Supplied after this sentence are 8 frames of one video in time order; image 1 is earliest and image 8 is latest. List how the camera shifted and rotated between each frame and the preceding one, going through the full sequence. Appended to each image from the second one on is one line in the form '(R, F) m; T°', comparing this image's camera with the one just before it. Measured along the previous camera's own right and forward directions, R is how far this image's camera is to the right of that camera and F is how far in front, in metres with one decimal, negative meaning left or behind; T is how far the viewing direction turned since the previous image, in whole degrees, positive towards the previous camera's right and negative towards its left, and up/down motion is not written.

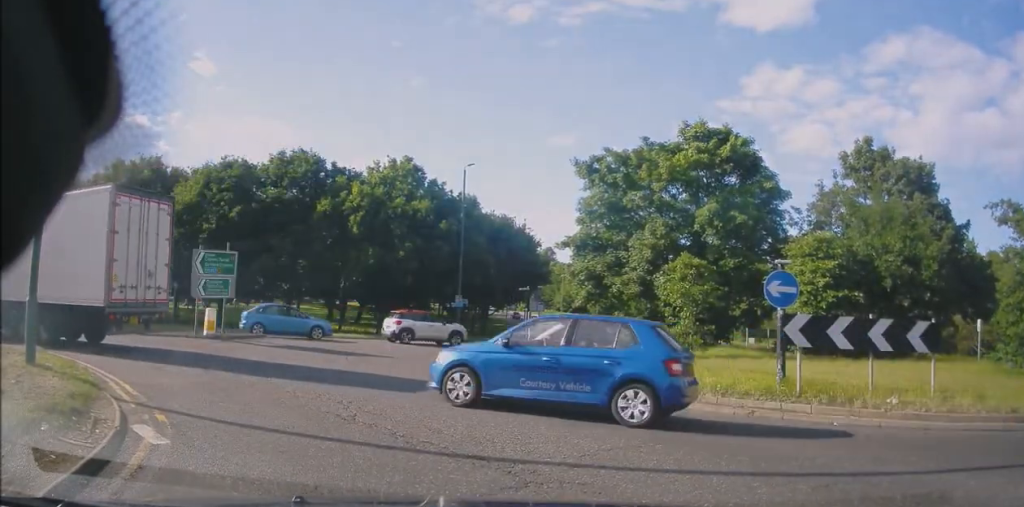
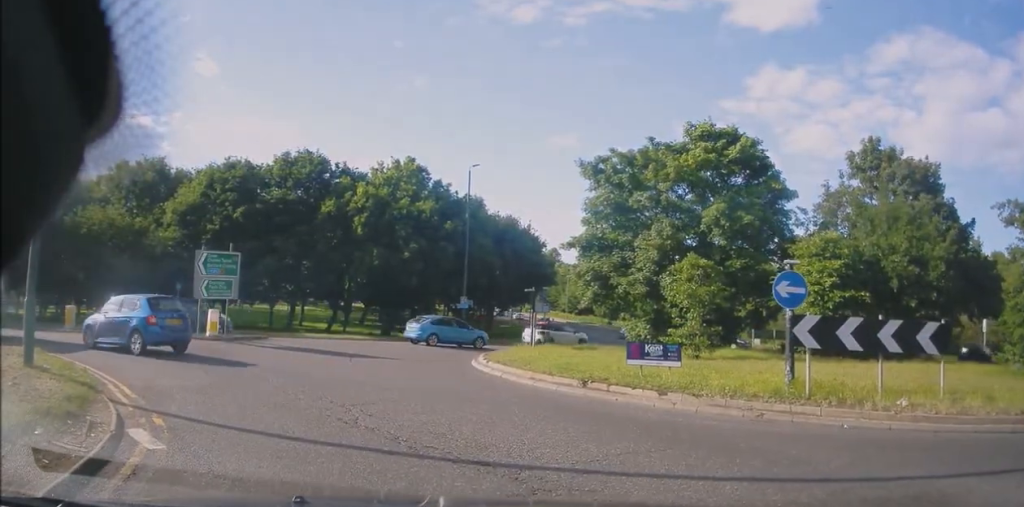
(0.0, 0.0) m; 0°
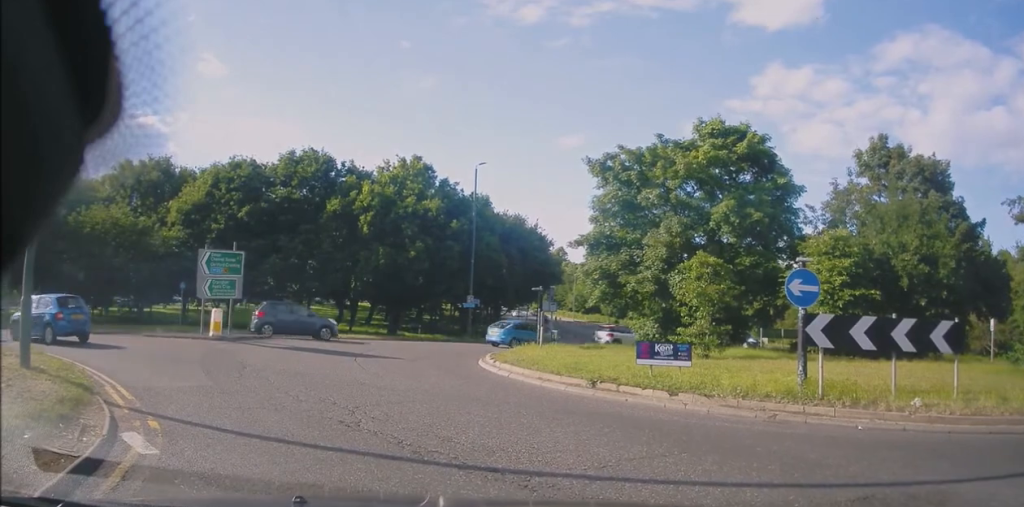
(0.0, 0.0) m; 0°
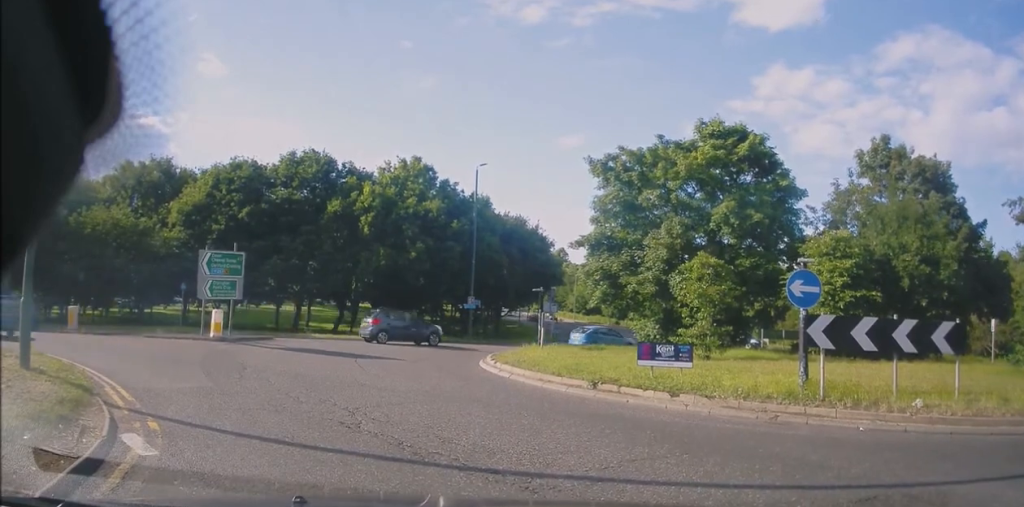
(0.0, 0.0) m; 0°
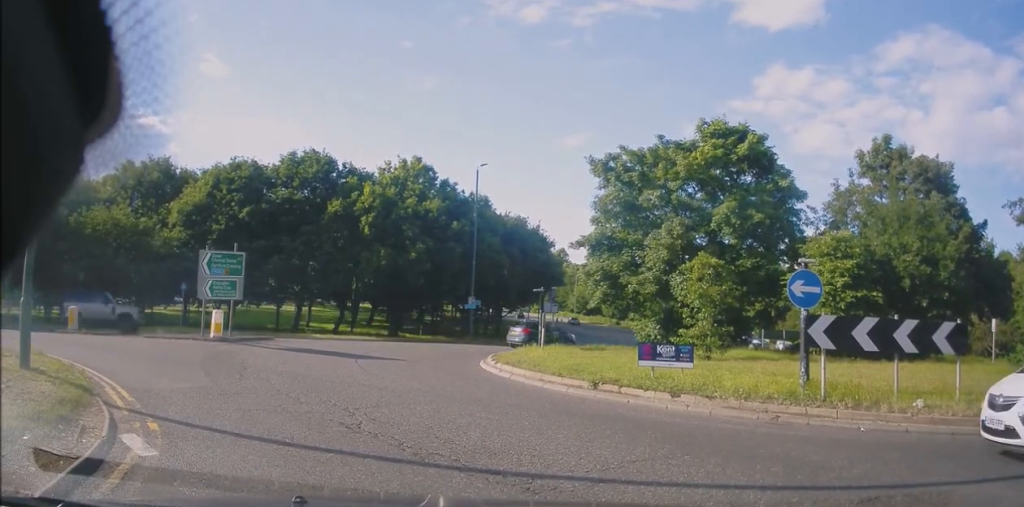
(0.0, 0.0) m; 0°
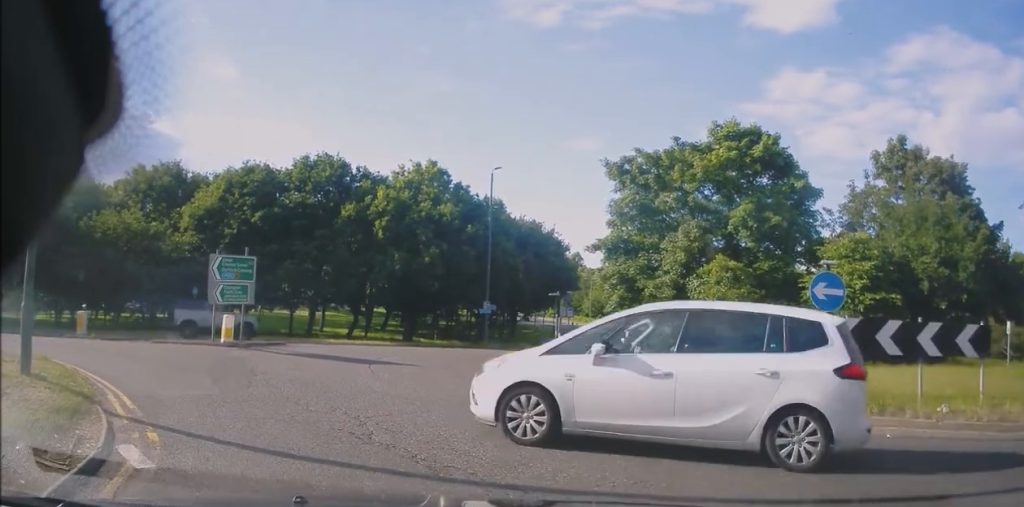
(+0.1, +0.5) m; 0°
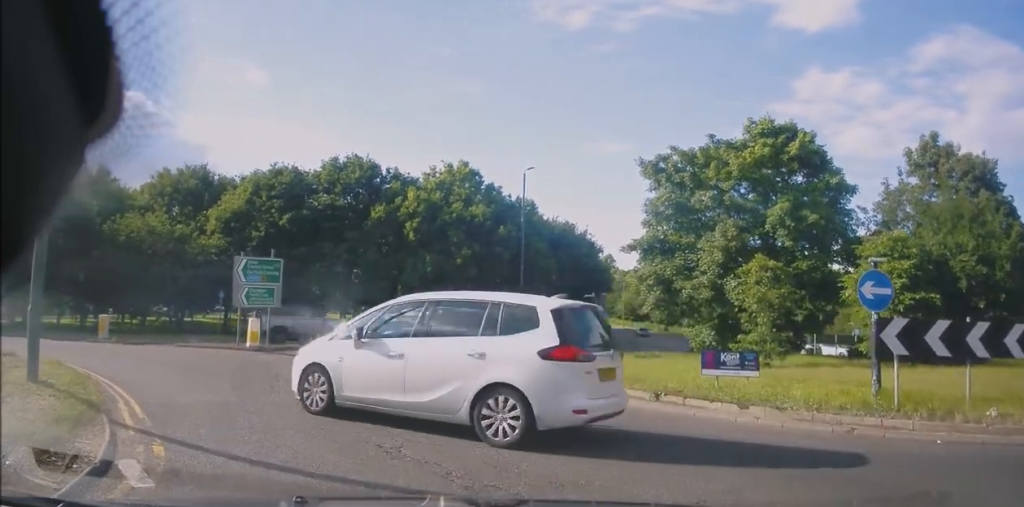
(+0.1, +0.6) m; 0°
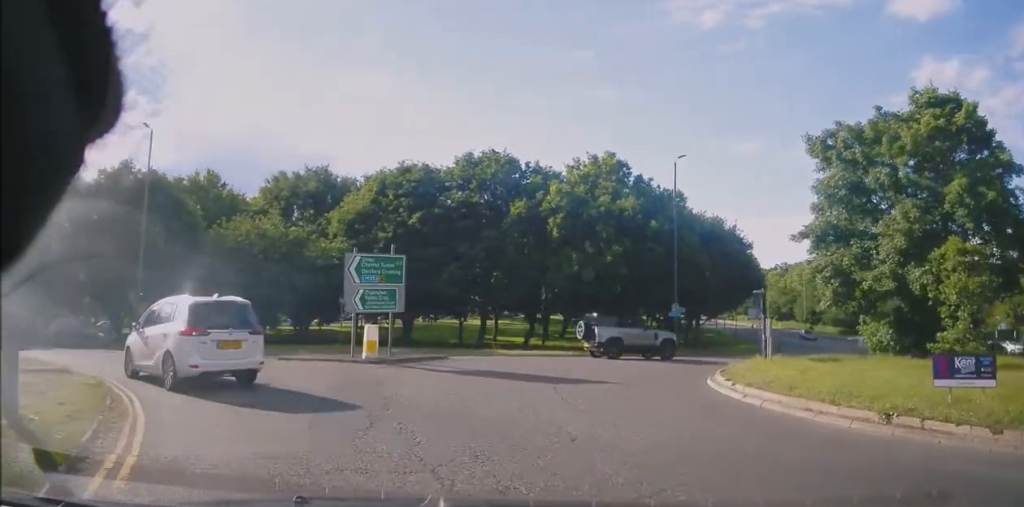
(+0.1, +2.7) m; -1°
